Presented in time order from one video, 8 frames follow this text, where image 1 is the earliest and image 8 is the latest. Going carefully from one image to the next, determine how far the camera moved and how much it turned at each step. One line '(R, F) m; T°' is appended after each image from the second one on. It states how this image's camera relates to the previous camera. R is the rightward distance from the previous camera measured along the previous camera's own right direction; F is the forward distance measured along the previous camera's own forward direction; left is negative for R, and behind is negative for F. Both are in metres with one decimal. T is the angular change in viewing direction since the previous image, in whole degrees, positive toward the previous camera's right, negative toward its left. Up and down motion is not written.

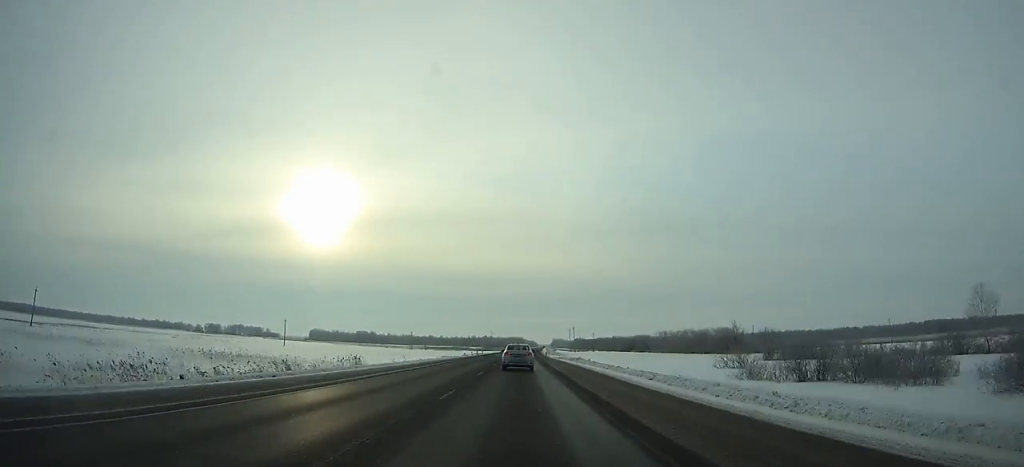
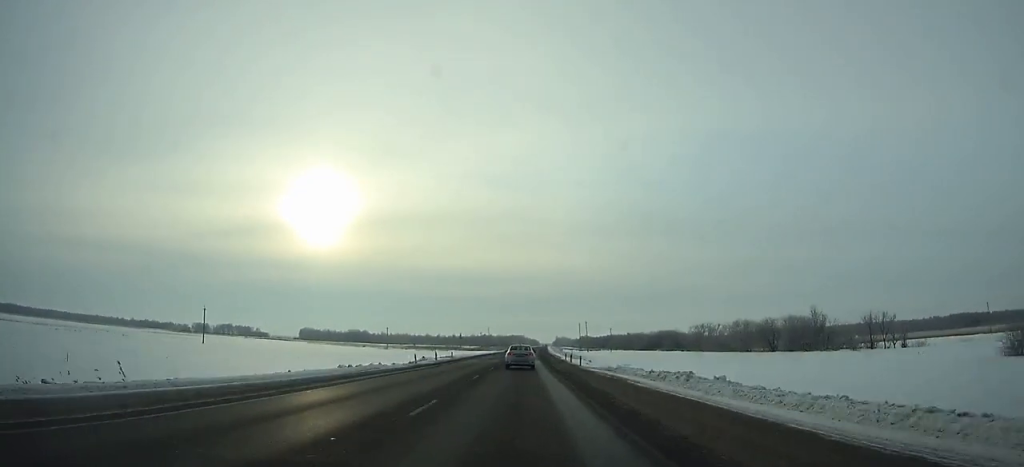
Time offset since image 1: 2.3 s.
(+0.1, +51.4) m; 0°
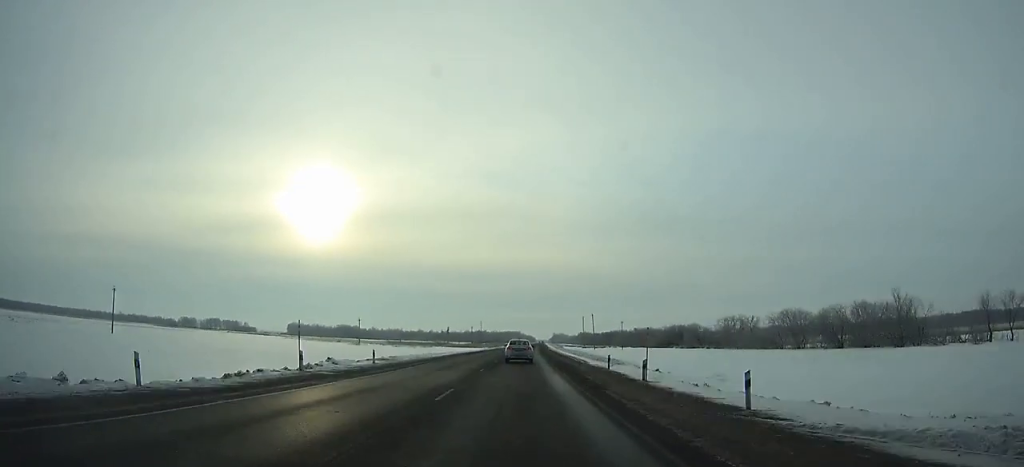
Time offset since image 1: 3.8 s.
(-0.1, +33.6) m; 0°
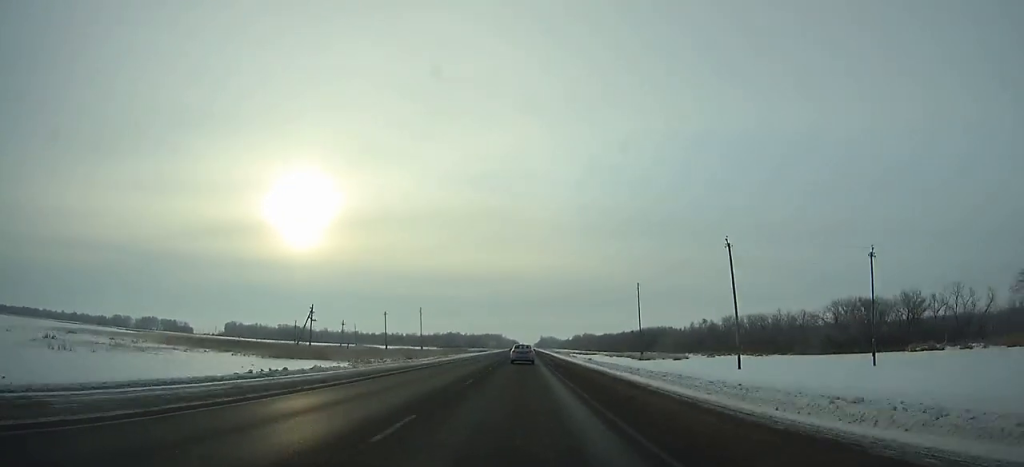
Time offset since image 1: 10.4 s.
(+2.6, +151.6) m; +1°
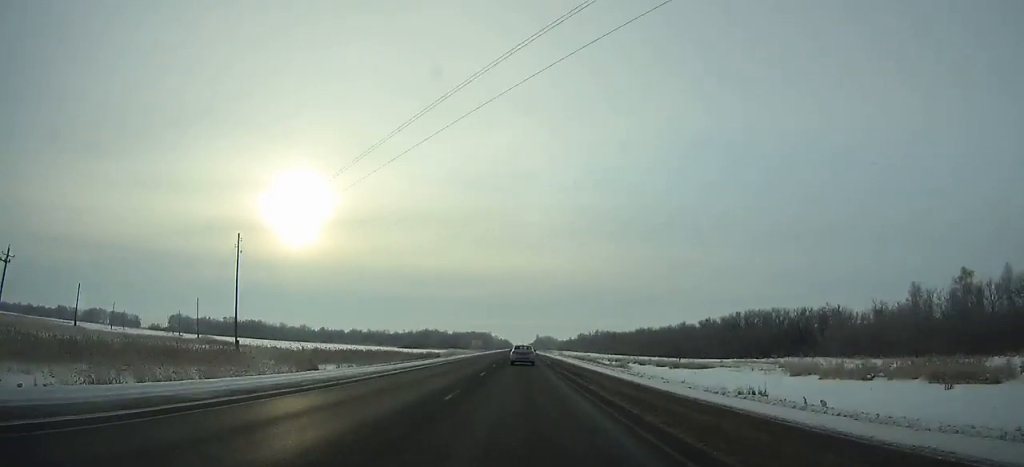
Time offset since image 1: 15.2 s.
(+0.6, +114.3) m; 0°
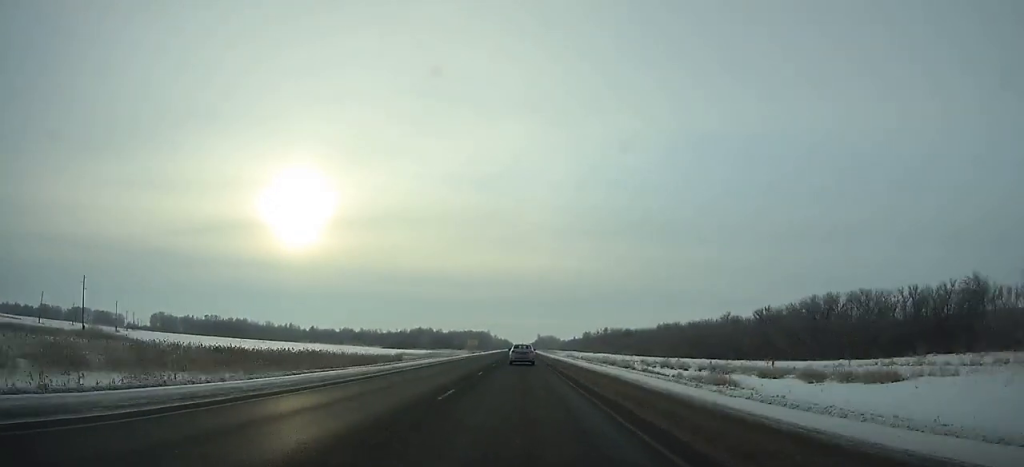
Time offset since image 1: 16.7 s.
(+0.1, +36.1) m; 0°
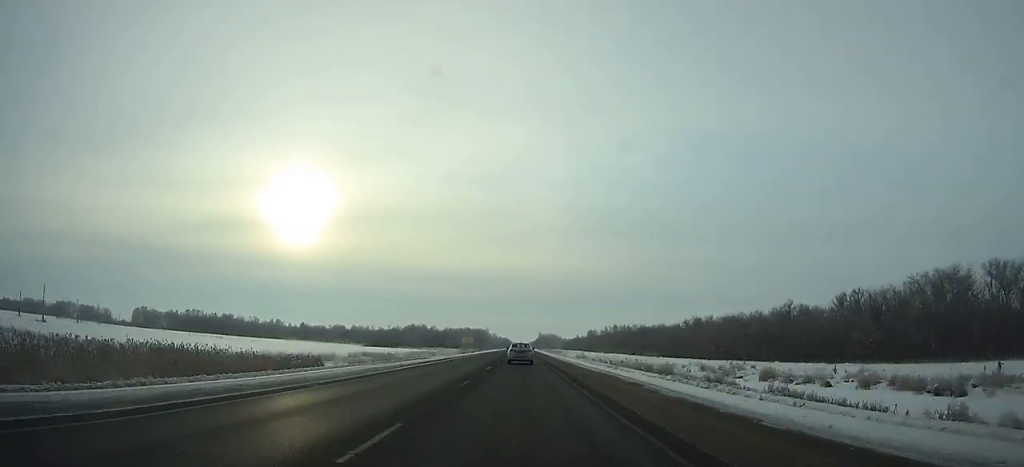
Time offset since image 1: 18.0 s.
(0.0, +31.3) m; 0°
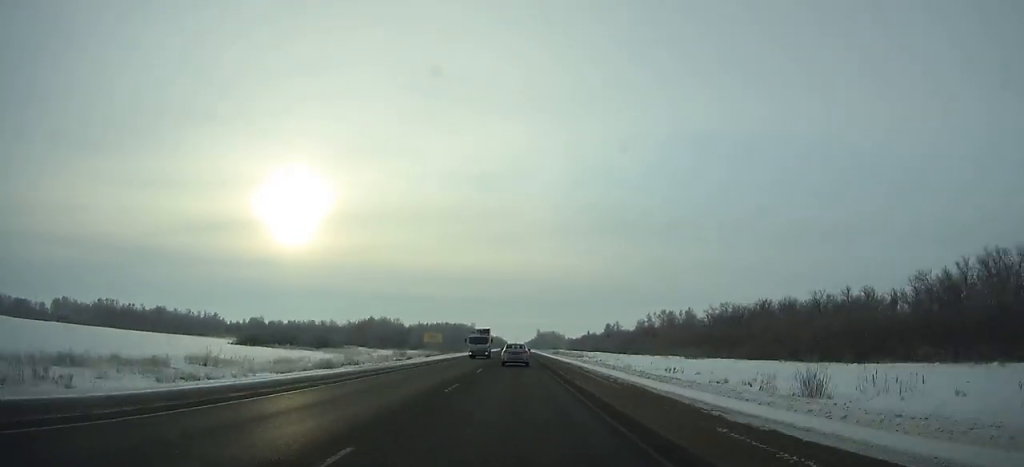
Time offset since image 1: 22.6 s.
(+0.3, +111.0) m; 0°
